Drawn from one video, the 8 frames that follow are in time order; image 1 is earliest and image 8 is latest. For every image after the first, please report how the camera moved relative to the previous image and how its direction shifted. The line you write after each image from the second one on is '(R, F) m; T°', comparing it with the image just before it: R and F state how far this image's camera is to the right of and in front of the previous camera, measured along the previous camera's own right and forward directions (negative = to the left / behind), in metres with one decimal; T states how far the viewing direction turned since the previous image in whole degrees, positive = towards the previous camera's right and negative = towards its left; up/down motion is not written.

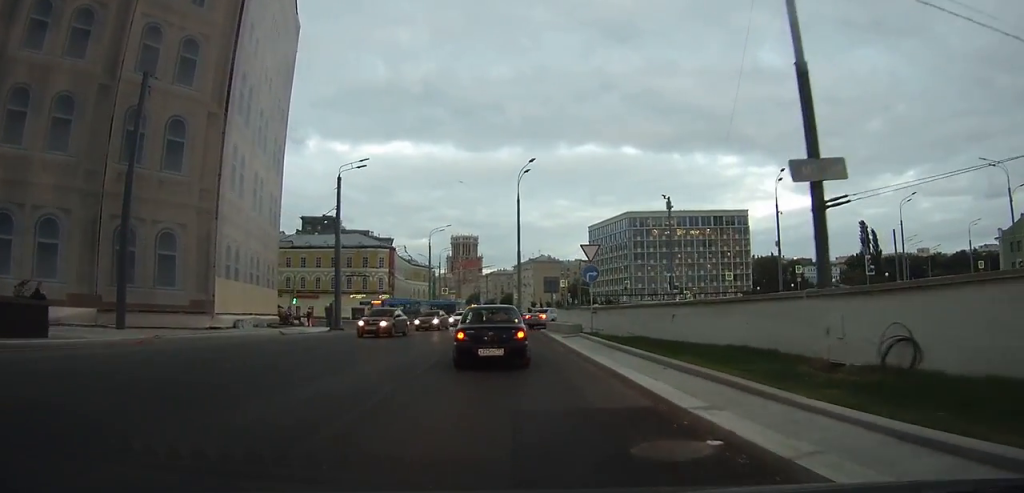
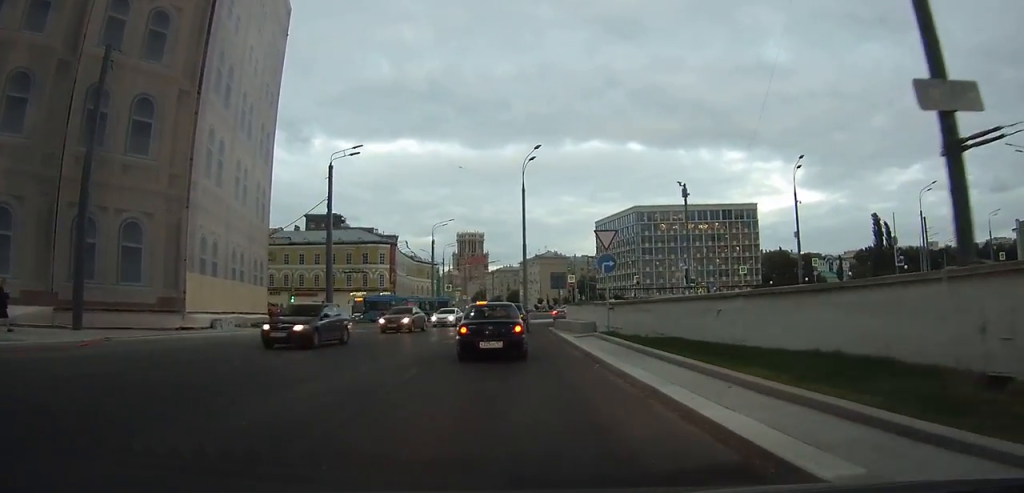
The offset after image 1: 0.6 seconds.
(0.0, +3.0) m; 0°
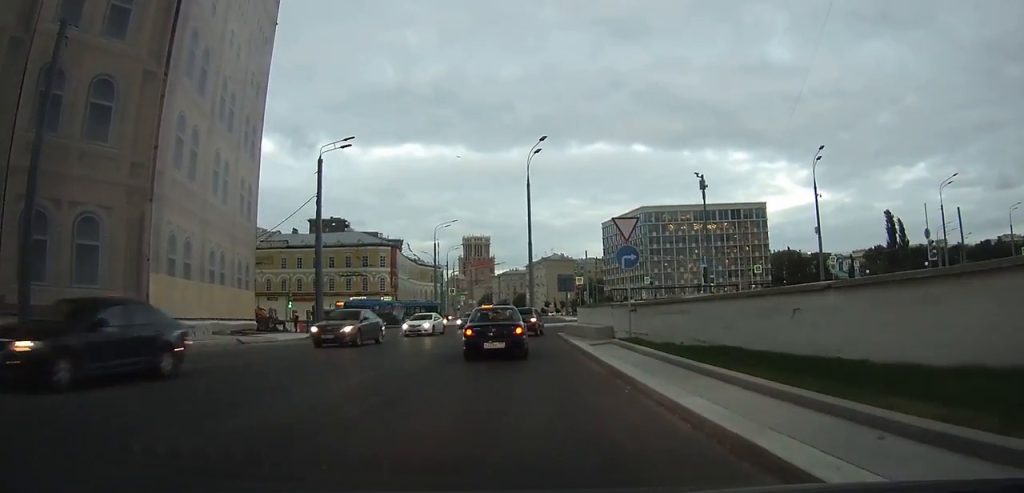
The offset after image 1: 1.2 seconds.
(0.0, +3.0) m; 0°
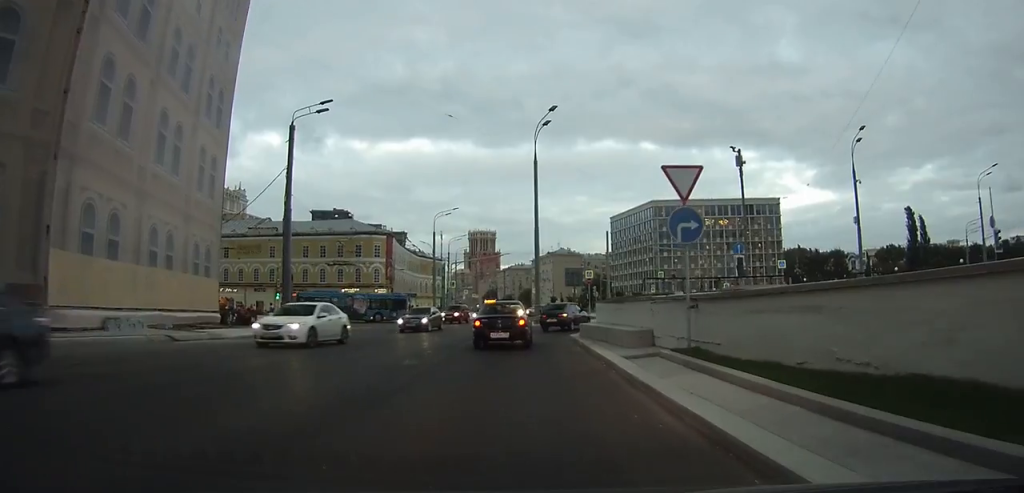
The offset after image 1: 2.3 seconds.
(0.0, +5.7) m; 0°
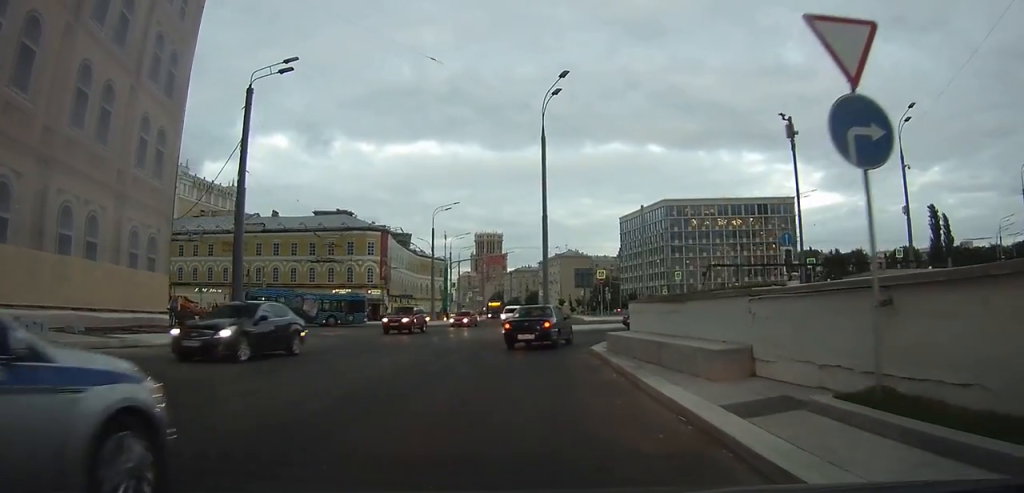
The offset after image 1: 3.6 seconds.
(0.0, +6.5) m; +1°
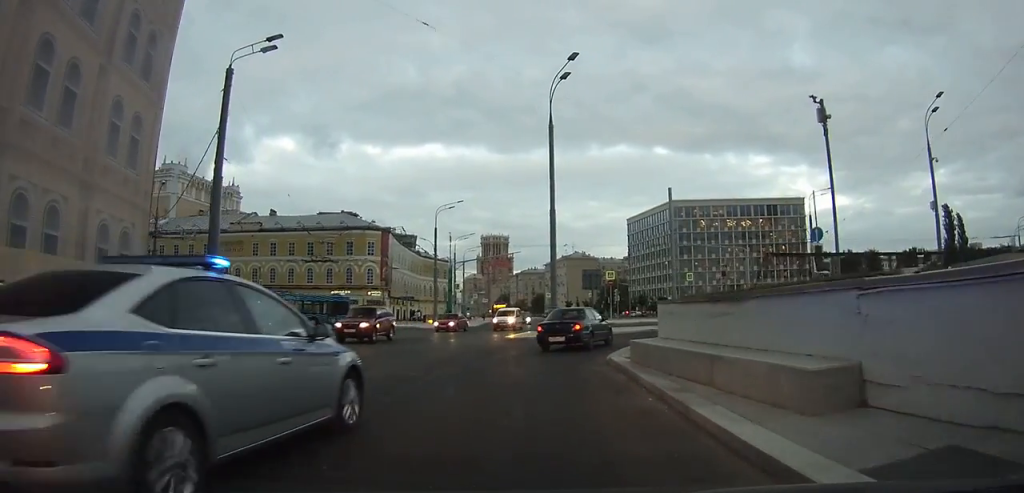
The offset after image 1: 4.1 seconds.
(0.0, +2.9) m; +1°
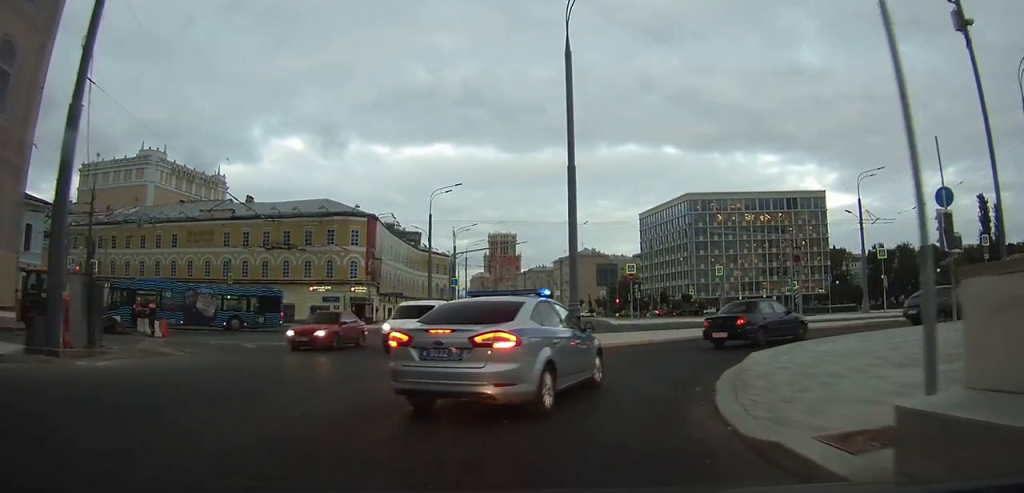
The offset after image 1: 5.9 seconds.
(-0.1, +8.8) m; 0°
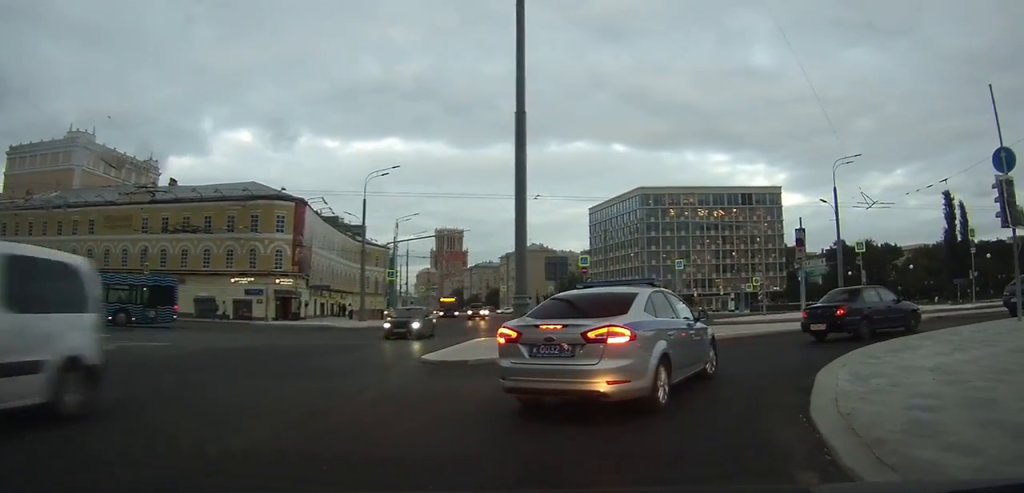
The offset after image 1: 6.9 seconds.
(+0.1, +5.1) m; +6°
